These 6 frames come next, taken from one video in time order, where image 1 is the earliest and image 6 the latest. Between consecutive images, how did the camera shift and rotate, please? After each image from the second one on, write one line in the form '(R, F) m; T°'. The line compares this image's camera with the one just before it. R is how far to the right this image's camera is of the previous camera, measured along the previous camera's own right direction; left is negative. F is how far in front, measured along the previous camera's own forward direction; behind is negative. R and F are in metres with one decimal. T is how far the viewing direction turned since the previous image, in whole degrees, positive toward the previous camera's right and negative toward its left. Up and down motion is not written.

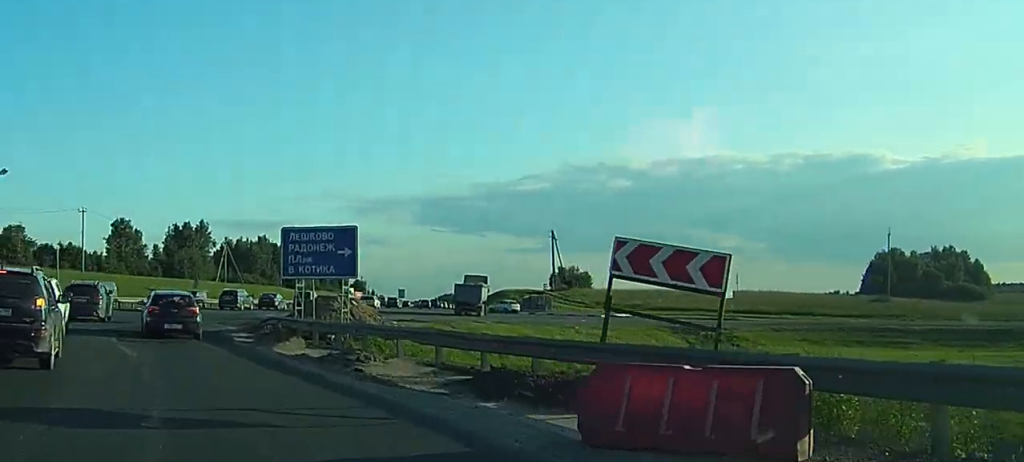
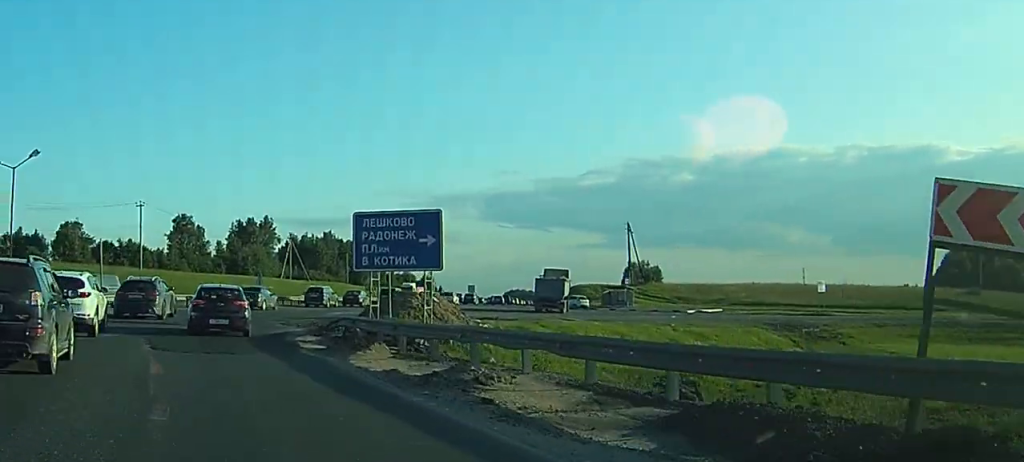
(-0.2, +5.2) m; -1°
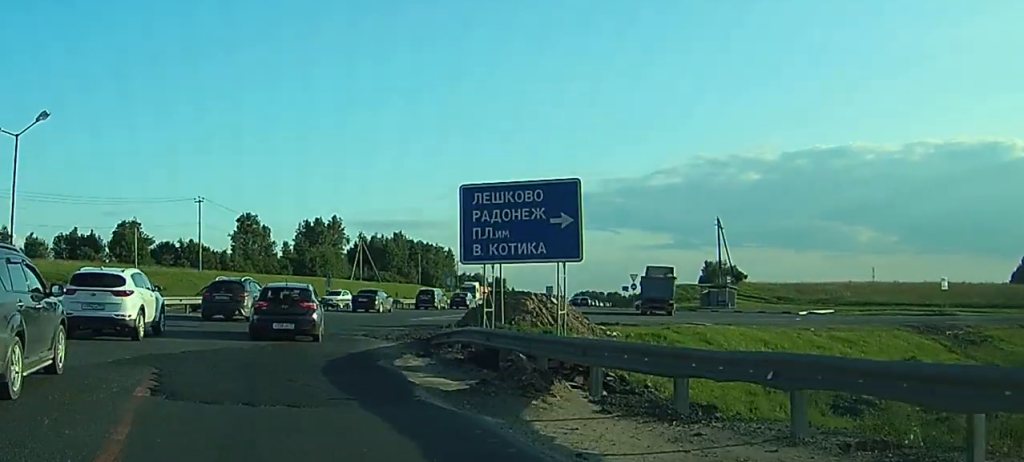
(-0.1, +8.5) m; -2°
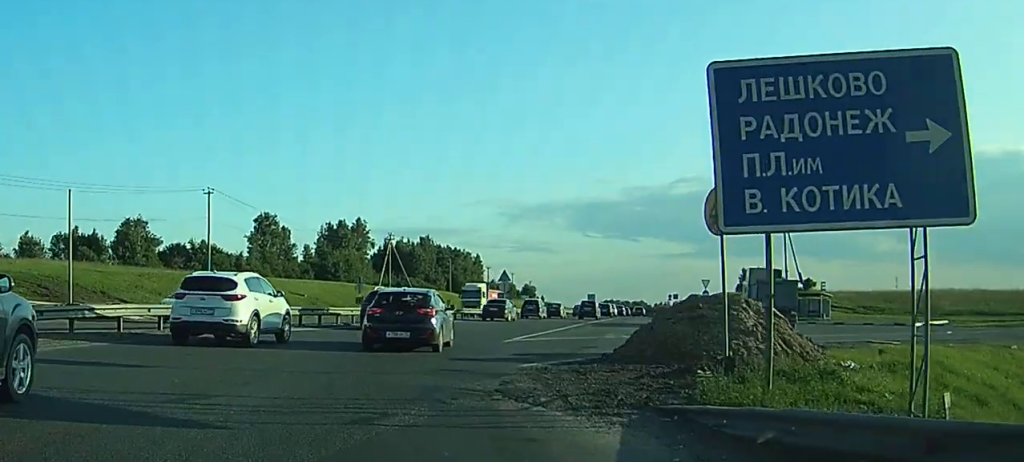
(-0.4, +15.4) m; -3°
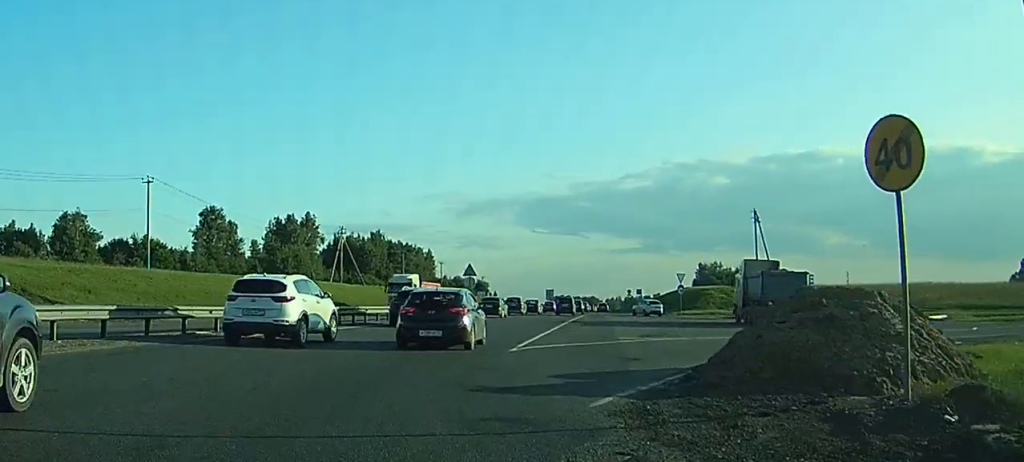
(-0.1, +7.2) m; 0°
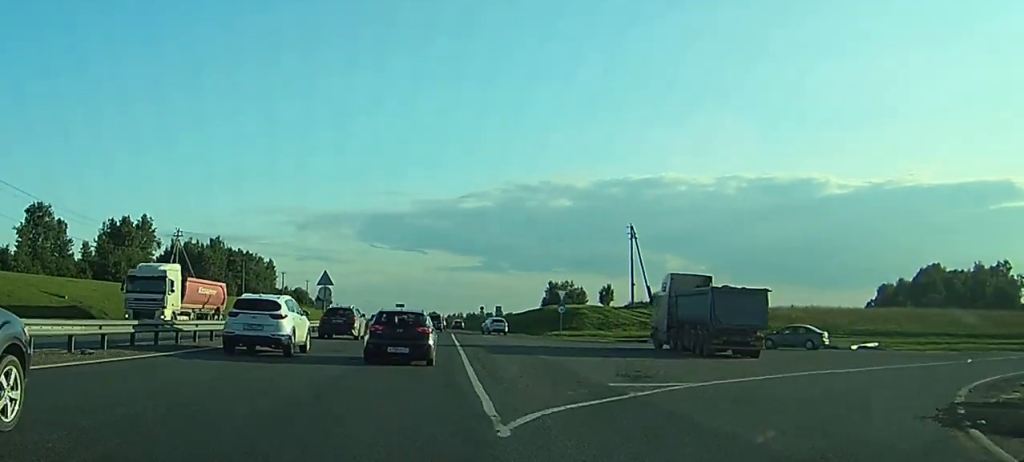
(0.0, +12.1) m; +1°
